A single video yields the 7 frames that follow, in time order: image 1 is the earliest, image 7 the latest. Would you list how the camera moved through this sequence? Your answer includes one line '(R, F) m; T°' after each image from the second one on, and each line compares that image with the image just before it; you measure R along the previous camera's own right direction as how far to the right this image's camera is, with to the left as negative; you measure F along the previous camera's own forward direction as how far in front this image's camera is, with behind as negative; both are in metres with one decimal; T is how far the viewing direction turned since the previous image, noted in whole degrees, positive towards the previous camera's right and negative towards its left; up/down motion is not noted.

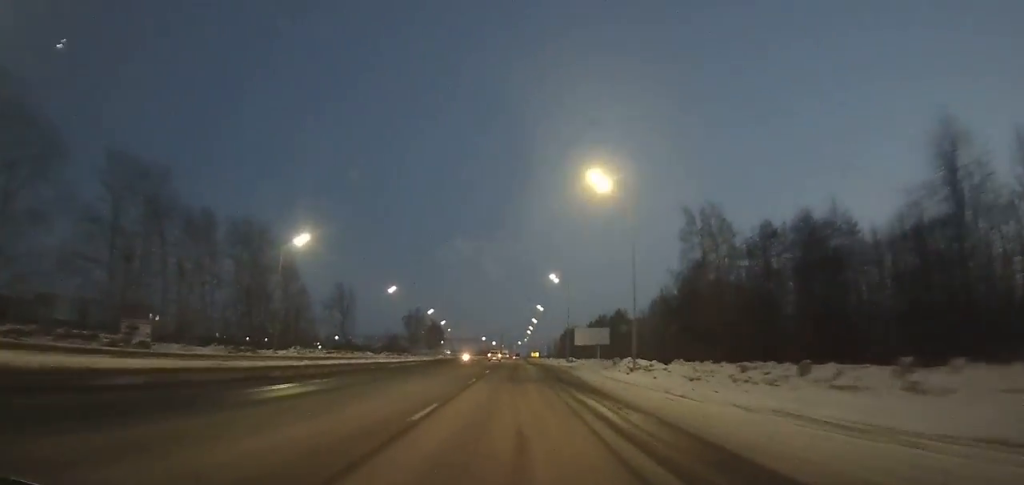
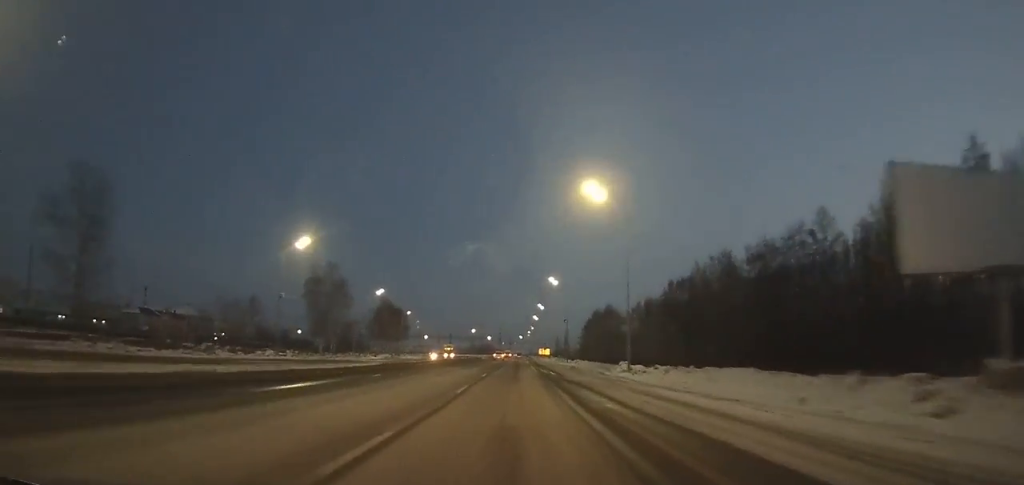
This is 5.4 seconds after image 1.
(+0.3, +90.5) m; 0°
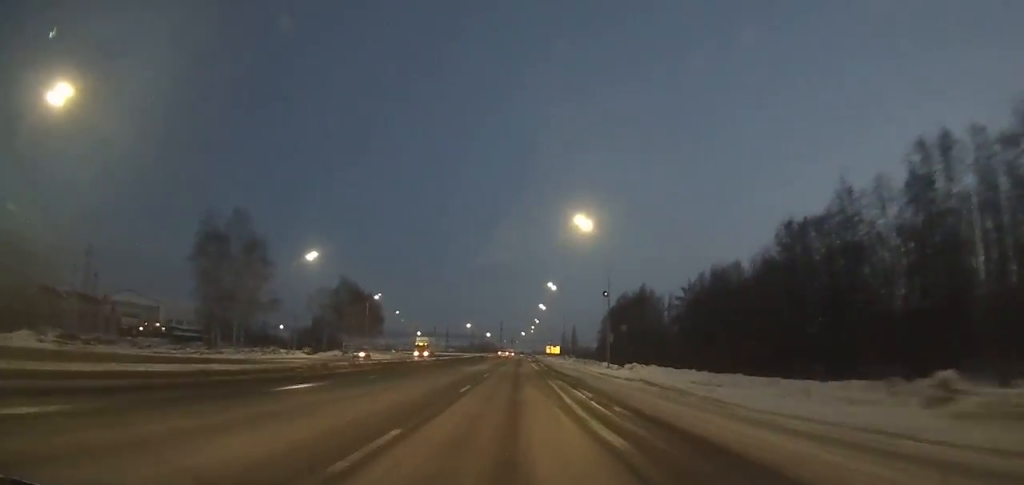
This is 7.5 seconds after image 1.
(0.0, +35.9) m; 0°
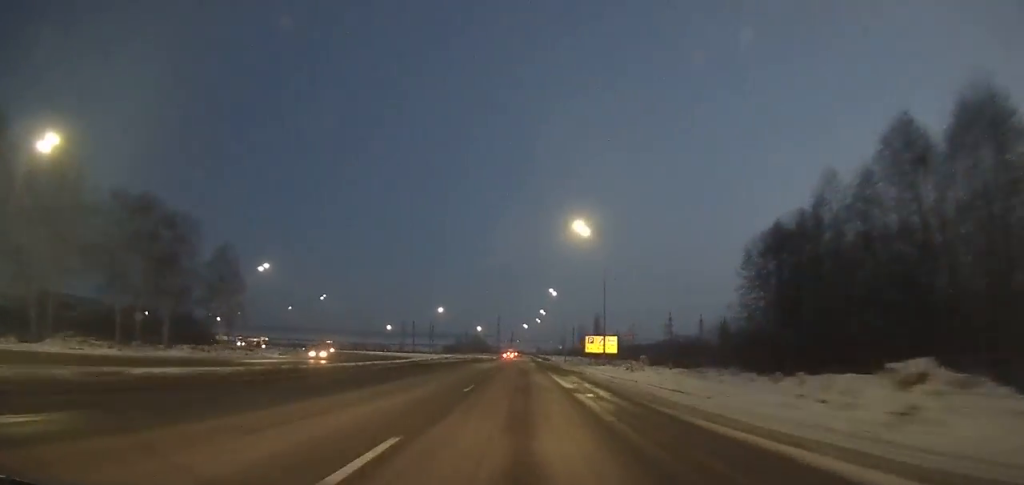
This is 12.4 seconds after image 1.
(-0.3, +84.1) m; 0°
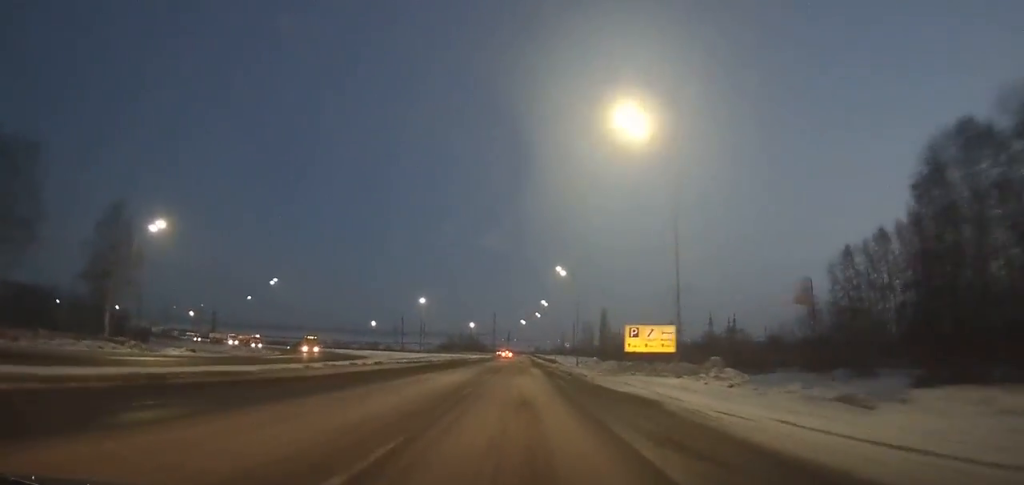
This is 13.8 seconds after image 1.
(+0.1, +23.4) m; 0°
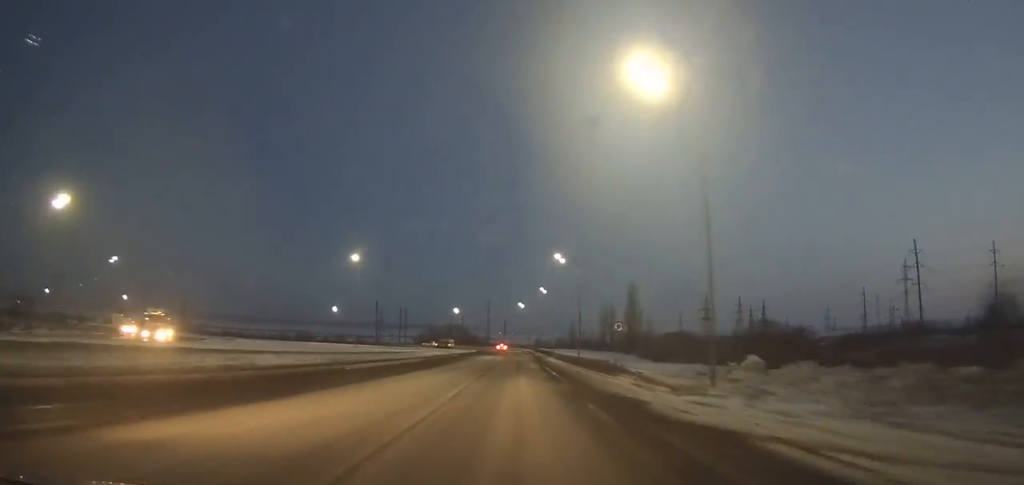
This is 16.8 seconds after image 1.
(+0.2, +48.9) m; 0°
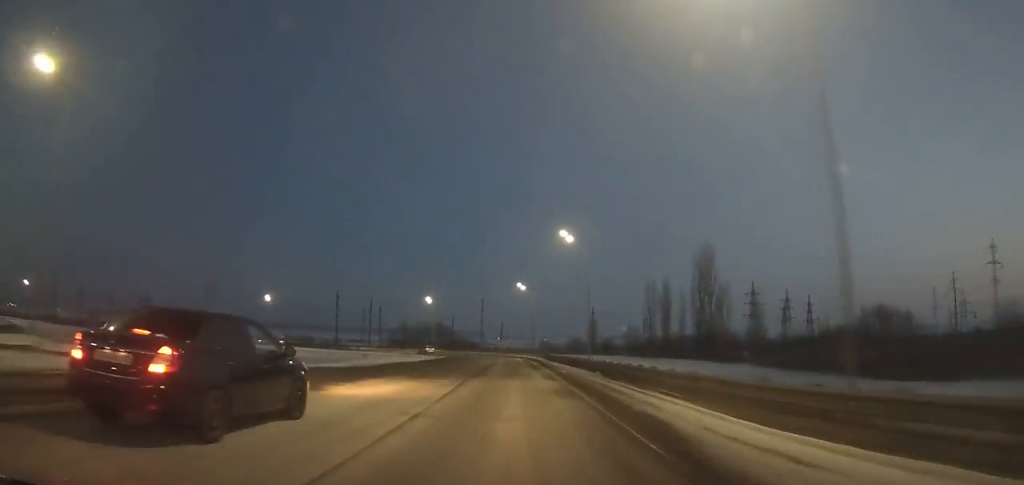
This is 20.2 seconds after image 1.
(+0.2, +51.8) m; -1°
